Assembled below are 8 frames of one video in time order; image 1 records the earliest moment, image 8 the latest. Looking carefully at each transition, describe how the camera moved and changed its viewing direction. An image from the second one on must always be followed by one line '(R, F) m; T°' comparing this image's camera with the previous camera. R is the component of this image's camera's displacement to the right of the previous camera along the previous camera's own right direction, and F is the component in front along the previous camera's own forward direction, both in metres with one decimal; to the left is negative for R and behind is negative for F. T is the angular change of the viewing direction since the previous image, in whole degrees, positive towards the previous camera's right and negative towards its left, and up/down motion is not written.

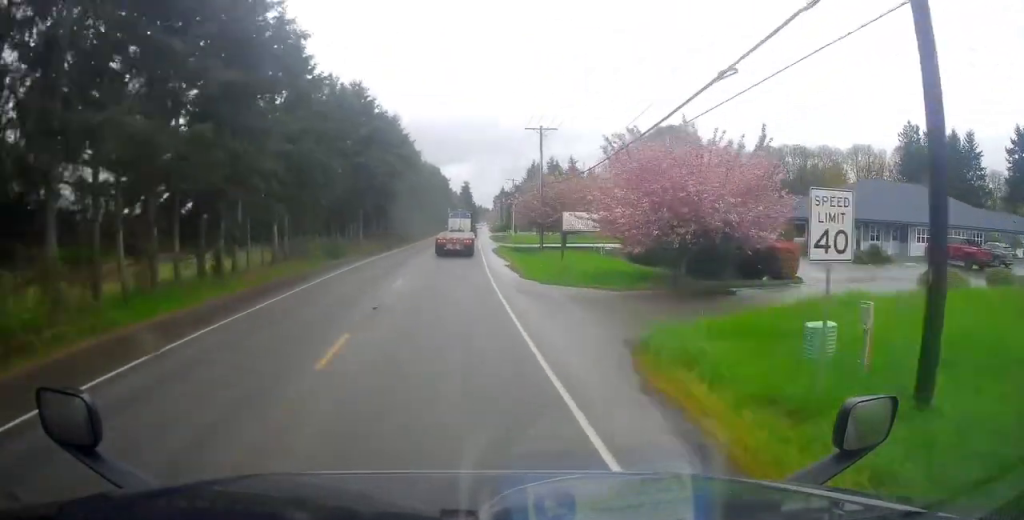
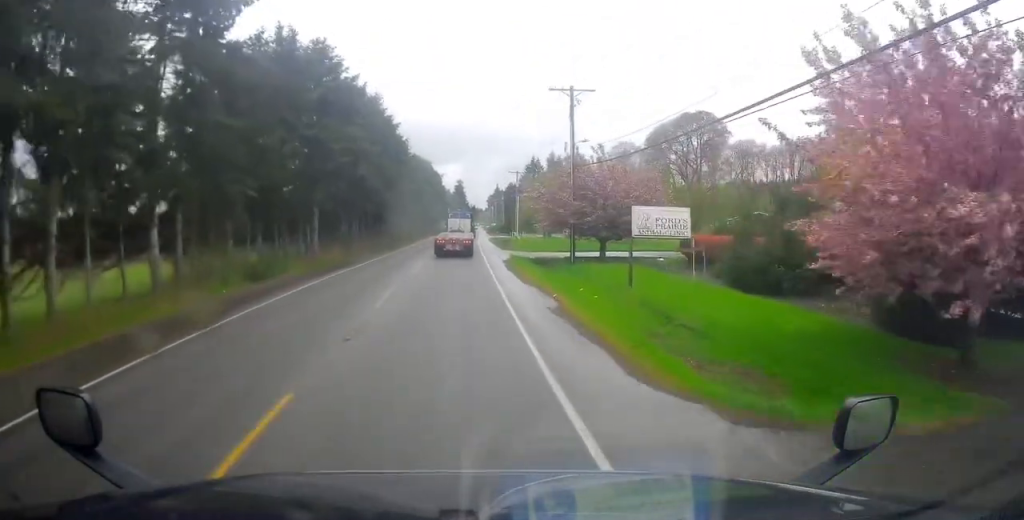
(0.0, +16.8) m; 0°
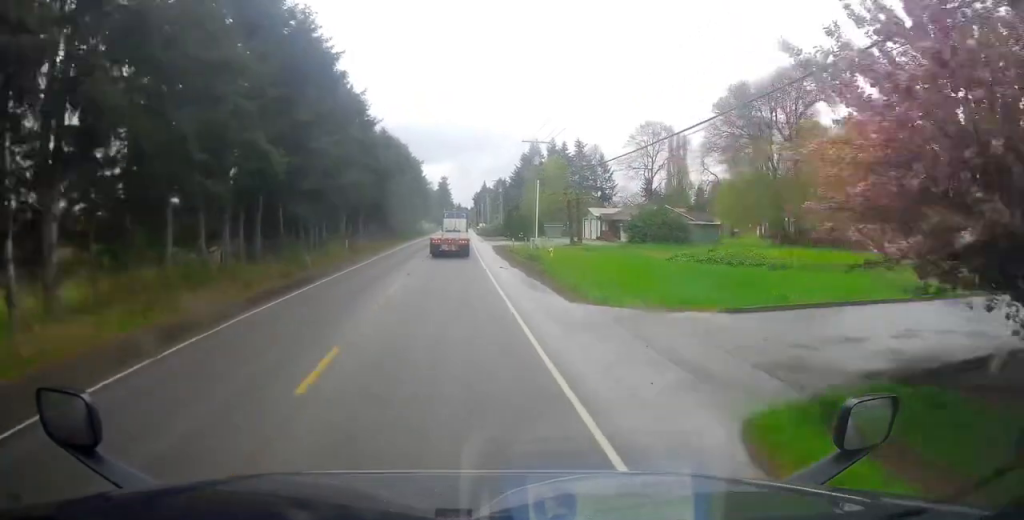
(-0.4, +34.1) m; +1°
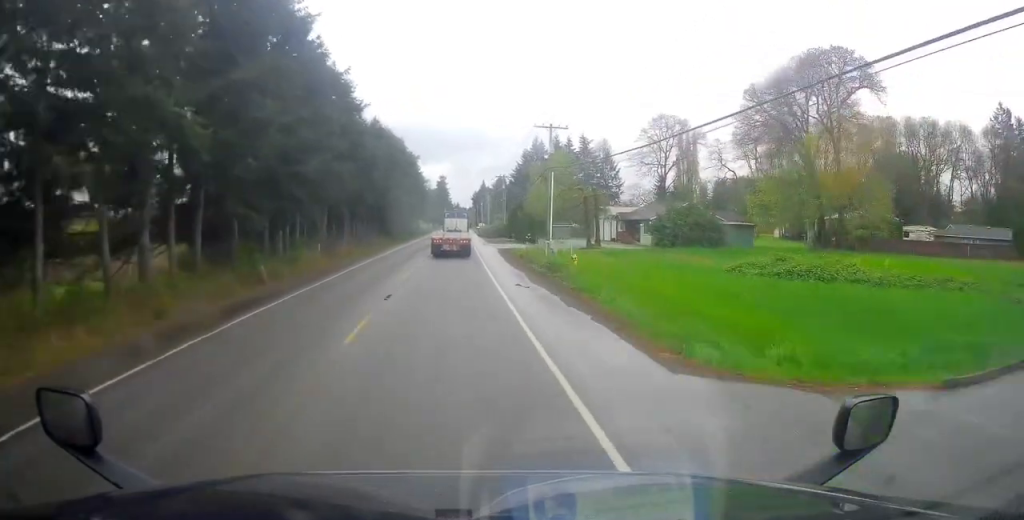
(+0.4, +9.0) m; +1°
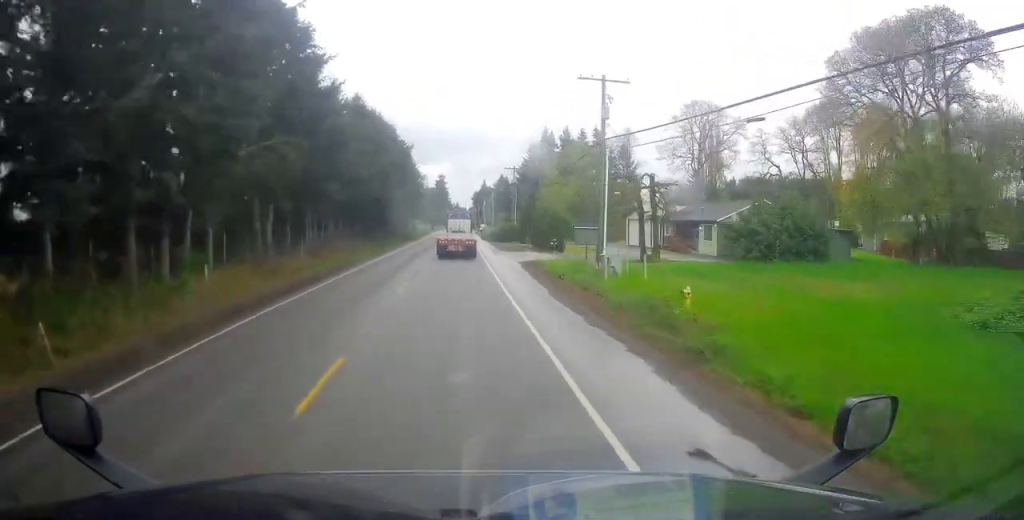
(+0.5, +17.1) m; +1°
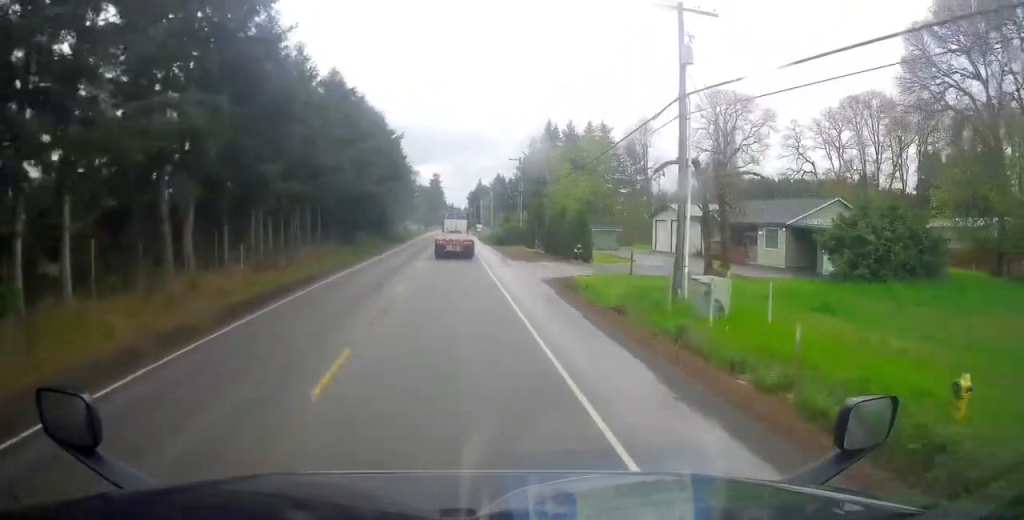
(-0.3, +11.9) m; -1°
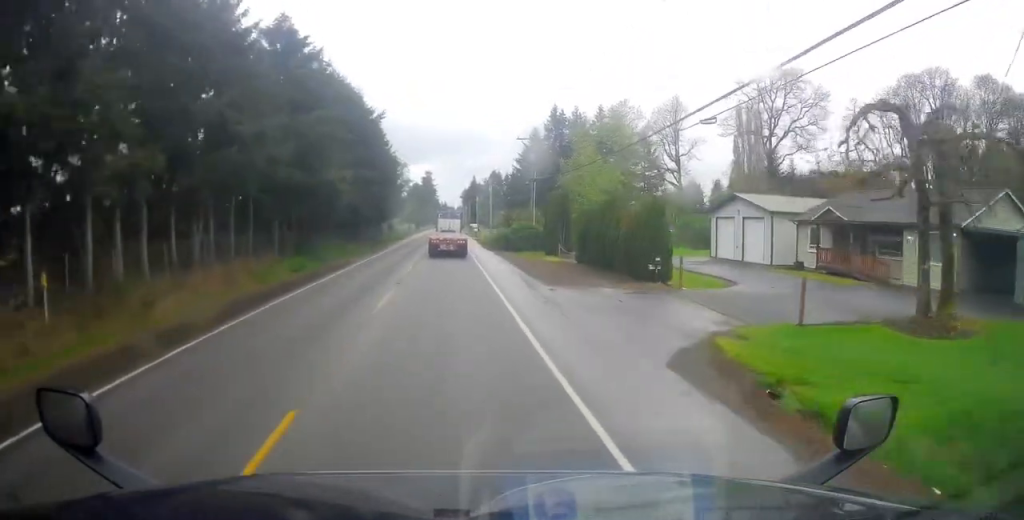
(0.0, +16.4) m; +2°
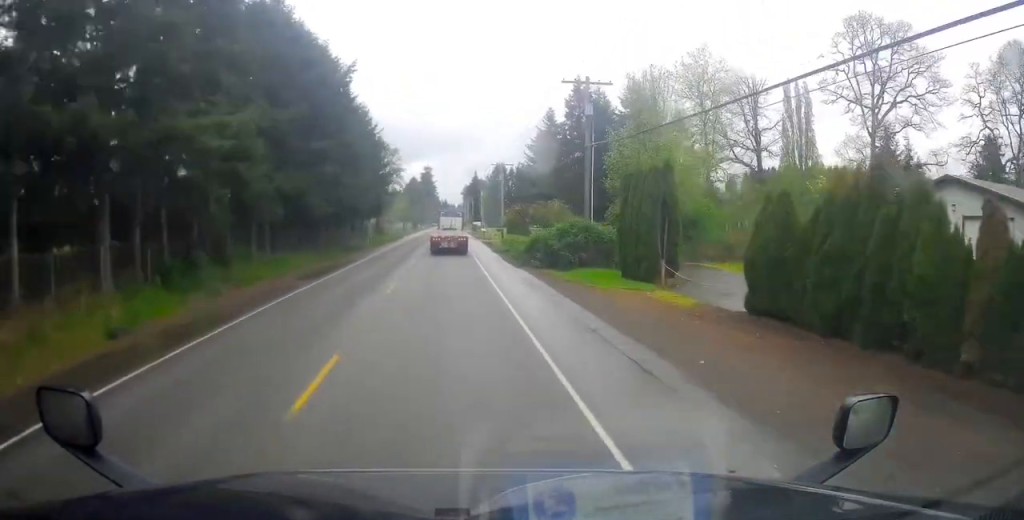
(+0.7, +21.6) m; 0°
